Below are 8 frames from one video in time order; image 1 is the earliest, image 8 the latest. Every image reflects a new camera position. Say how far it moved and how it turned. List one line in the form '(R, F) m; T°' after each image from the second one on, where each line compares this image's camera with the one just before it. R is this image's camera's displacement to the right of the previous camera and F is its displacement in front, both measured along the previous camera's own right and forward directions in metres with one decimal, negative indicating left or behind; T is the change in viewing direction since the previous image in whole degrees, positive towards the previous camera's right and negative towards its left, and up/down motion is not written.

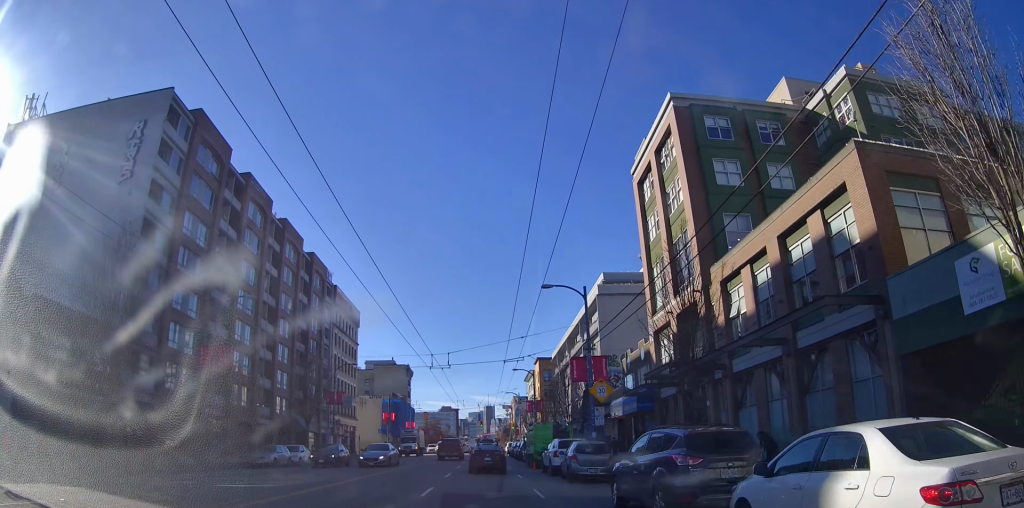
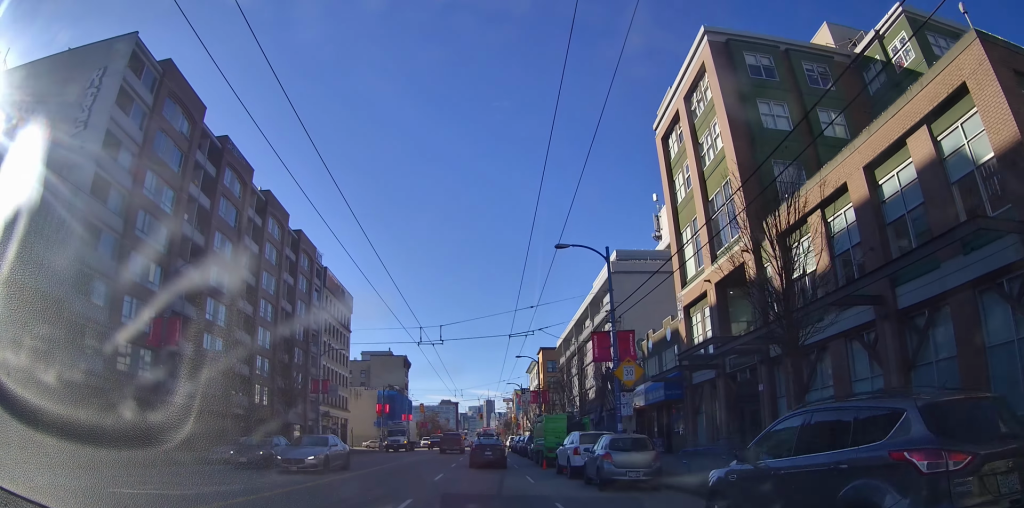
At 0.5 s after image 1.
(-0.2, +5.3) m; -2°
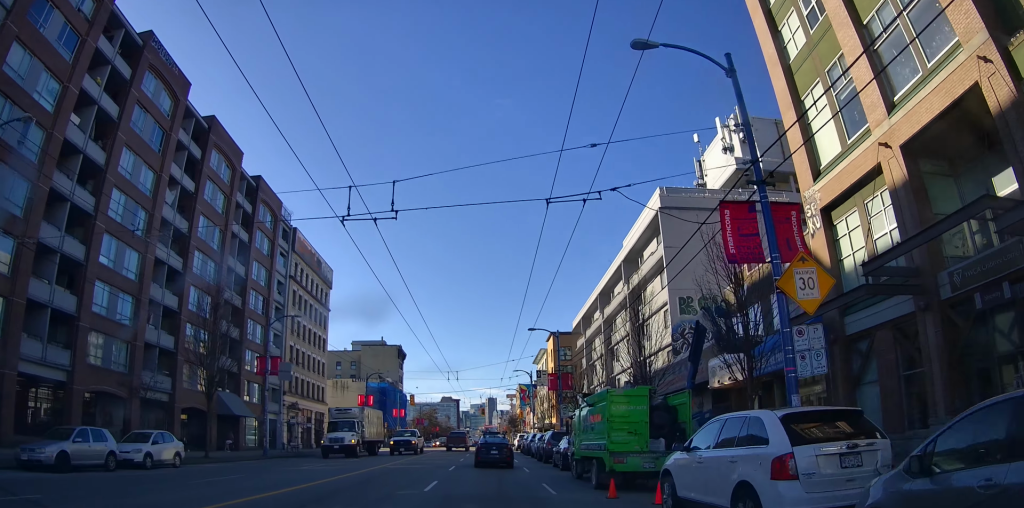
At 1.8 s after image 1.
(-0.2, +13.4) m; -1°
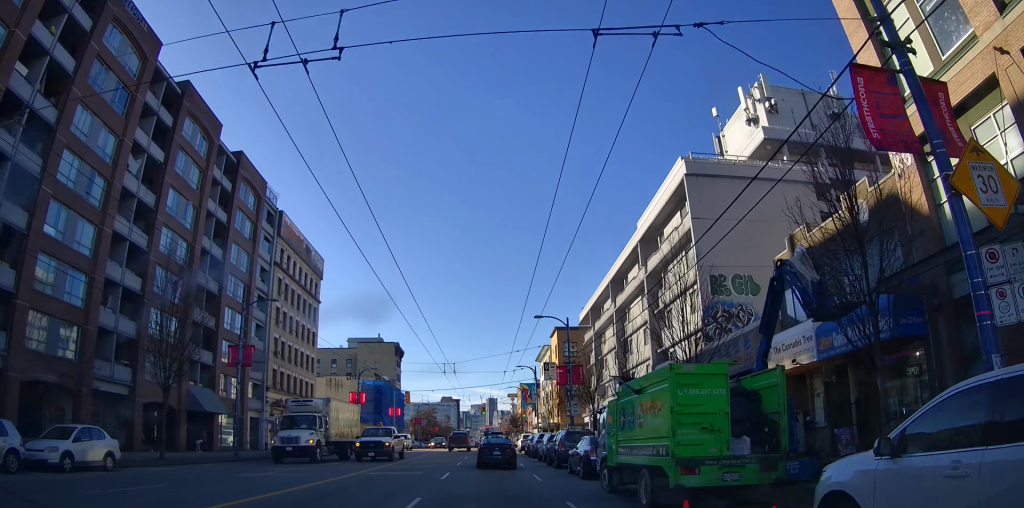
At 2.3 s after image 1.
(0.0, +4.9) m; 0°
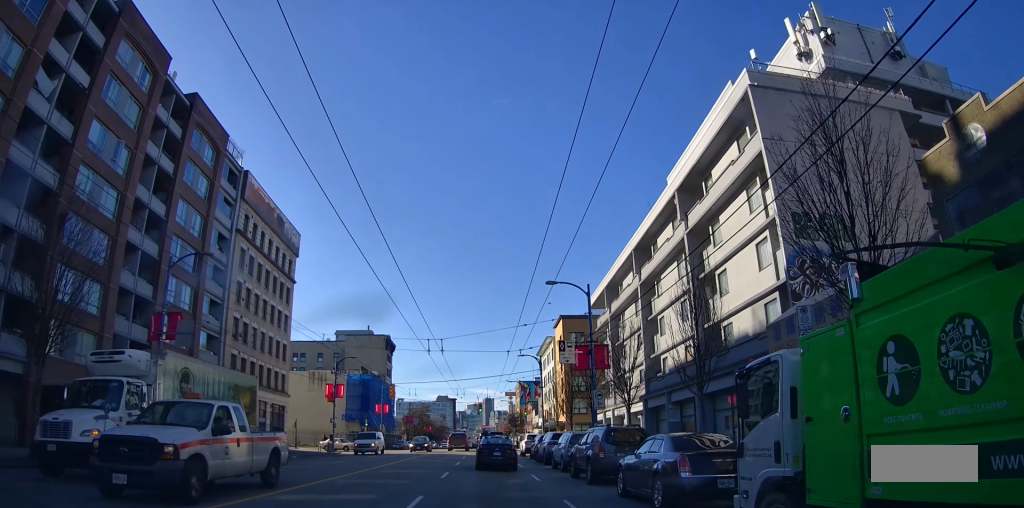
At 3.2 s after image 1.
(0.0, +9.1) m; 0°
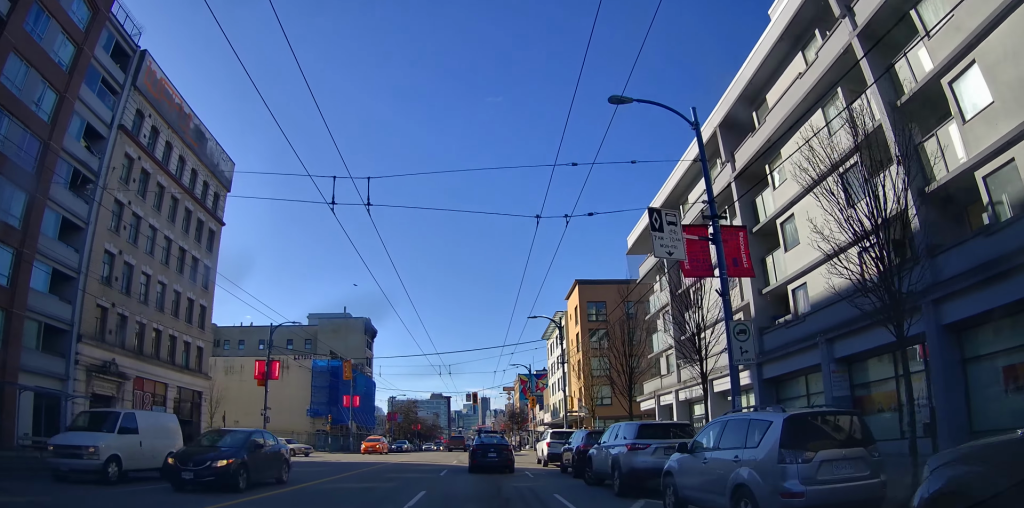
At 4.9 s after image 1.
(0.0, +17.7) m; 0°
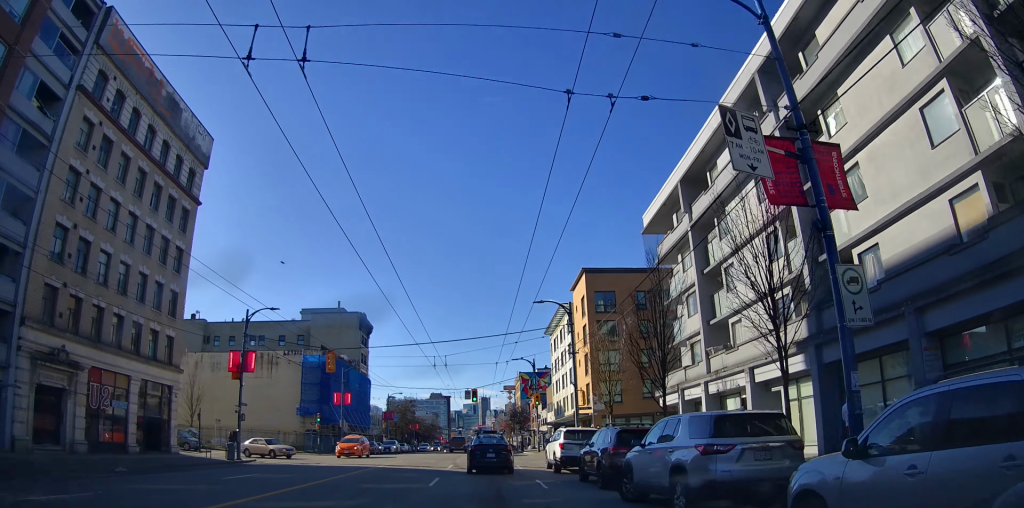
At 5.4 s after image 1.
(0.0, +4.5) m; 0°
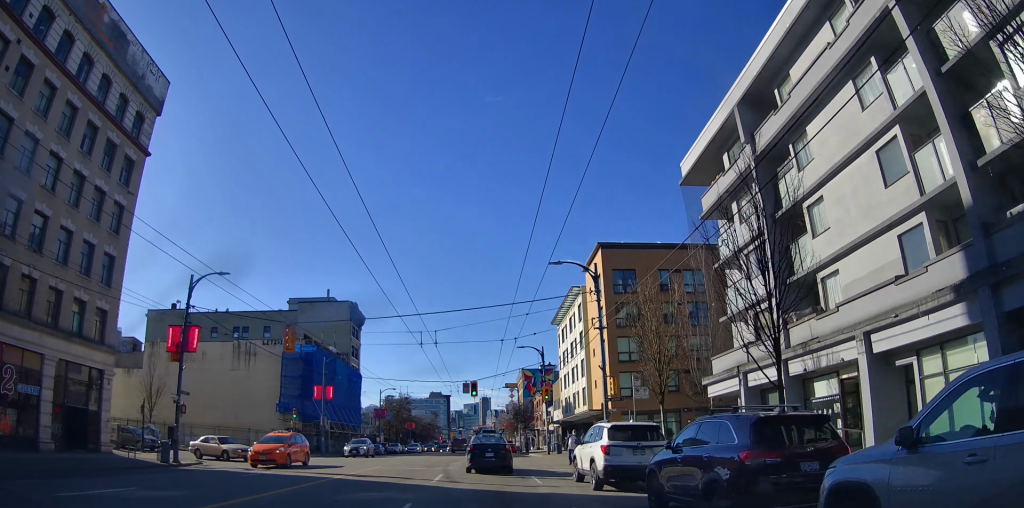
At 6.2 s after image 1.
(0.0, +7.9) m; +2°
